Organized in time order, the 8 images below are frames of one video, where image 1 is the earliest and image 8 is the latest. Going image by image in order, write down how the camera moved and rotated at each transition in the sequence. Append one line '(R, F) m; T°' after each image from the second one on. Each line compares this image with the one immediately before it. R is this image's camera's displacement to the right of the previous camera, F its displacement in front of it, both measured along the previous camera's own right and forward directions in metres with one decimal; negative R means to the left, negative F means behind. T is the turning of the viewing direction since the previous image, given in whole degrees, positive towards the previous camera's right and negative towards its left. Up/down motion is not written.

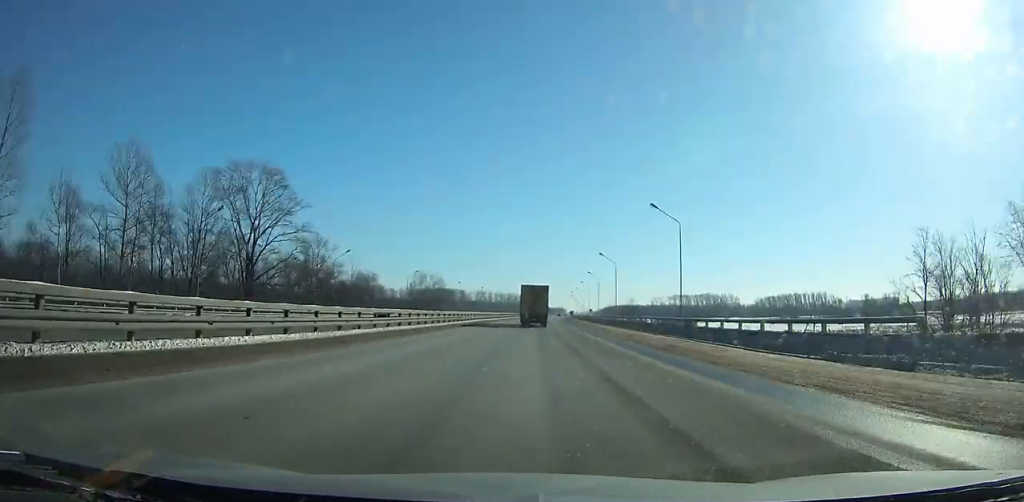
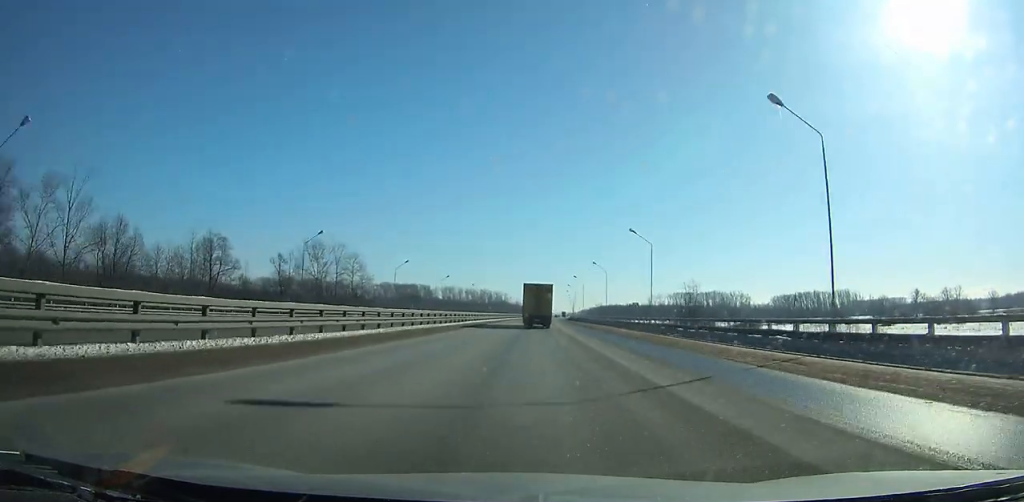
(+2.0, +101.2) m; +2°
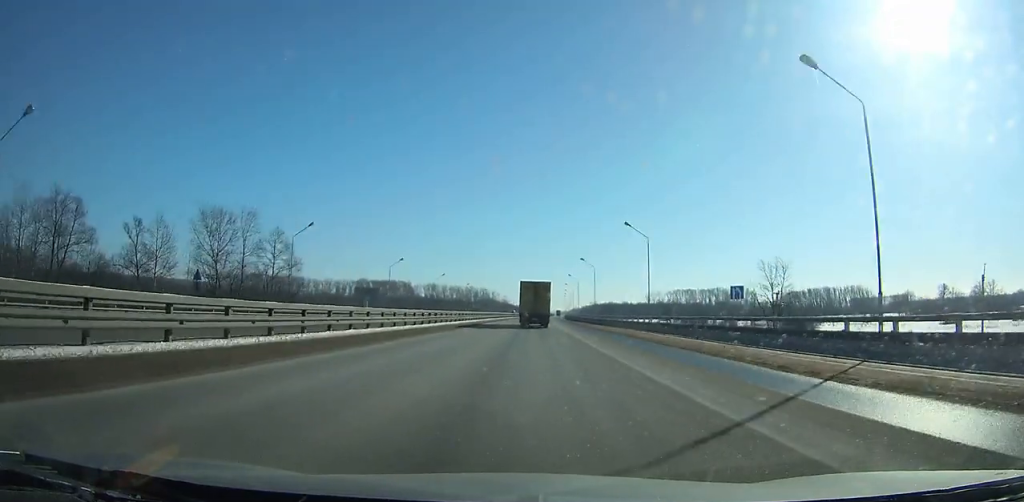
(+0.2, +42.4) m; +1°
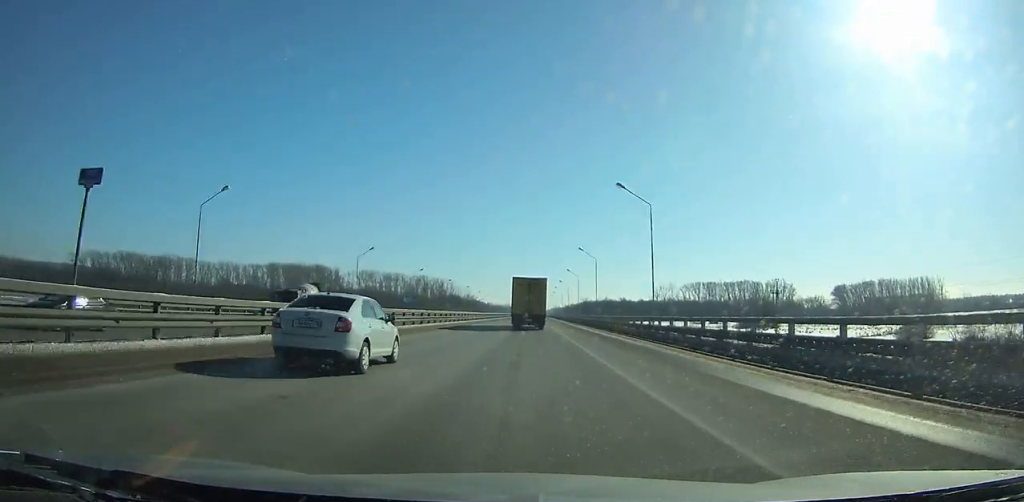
(+2.7, +136.4) m; +3°
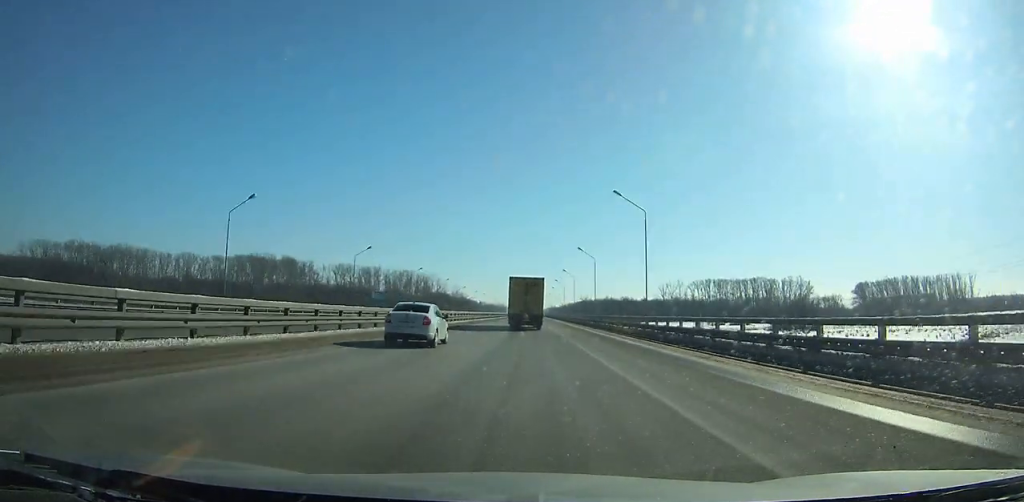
(+0.6, +37.5) m; +1°
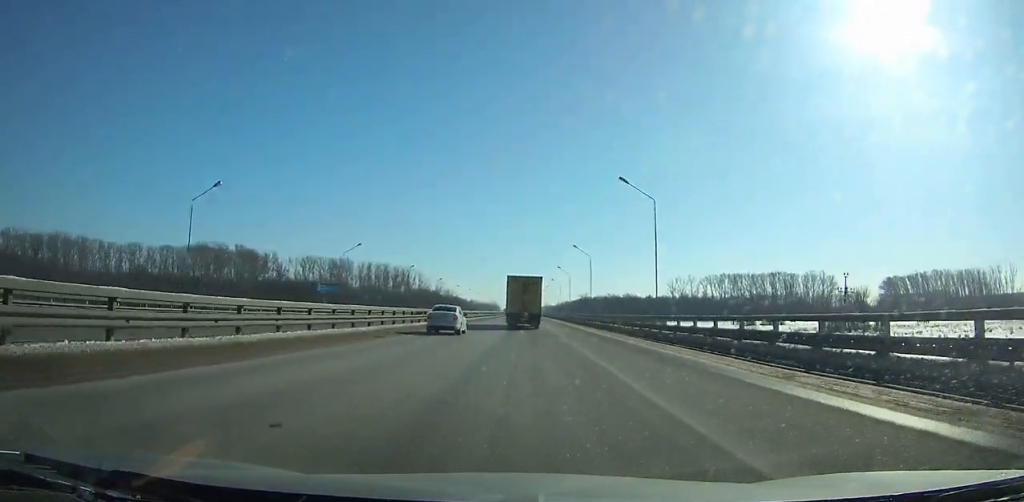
(+0.3, +42.3) m; +1°
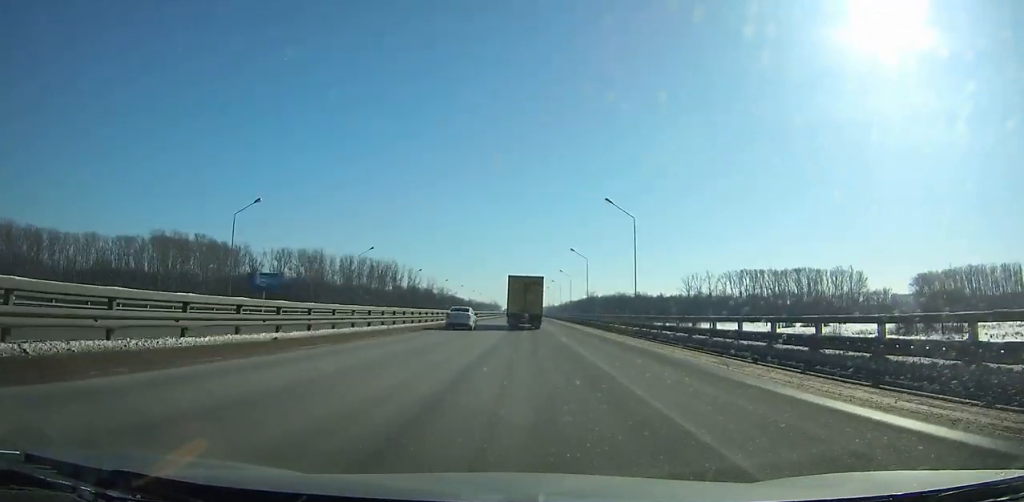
(+0.1, +32.9) m; 0°
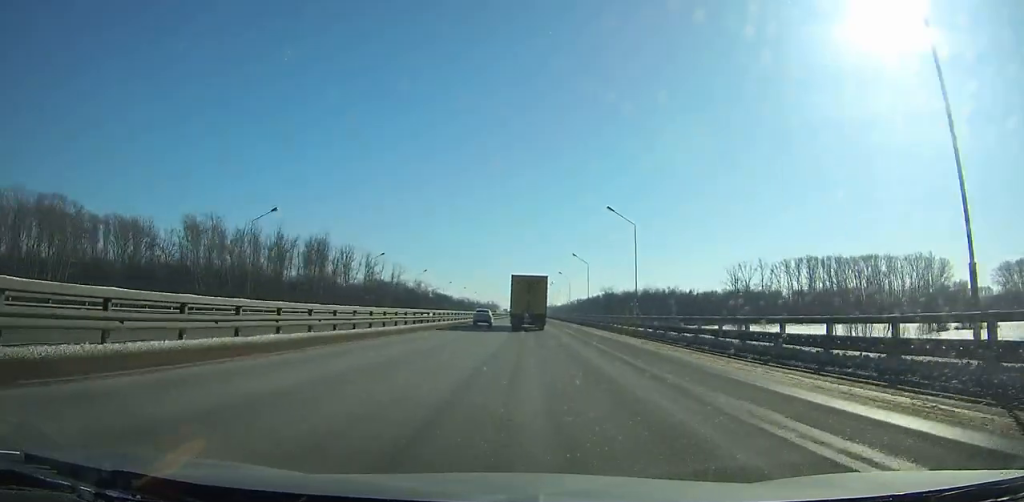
(-0.1, +75.2) m; 0°
